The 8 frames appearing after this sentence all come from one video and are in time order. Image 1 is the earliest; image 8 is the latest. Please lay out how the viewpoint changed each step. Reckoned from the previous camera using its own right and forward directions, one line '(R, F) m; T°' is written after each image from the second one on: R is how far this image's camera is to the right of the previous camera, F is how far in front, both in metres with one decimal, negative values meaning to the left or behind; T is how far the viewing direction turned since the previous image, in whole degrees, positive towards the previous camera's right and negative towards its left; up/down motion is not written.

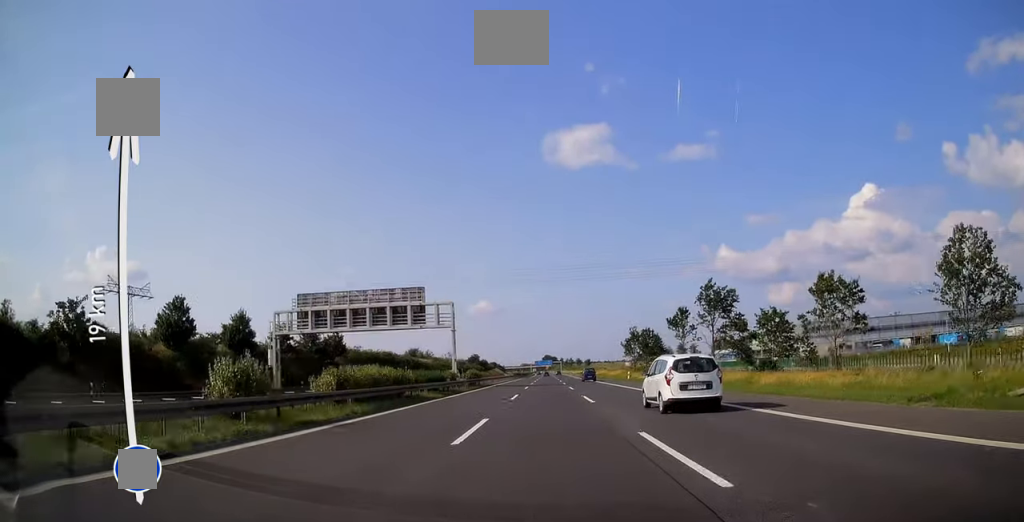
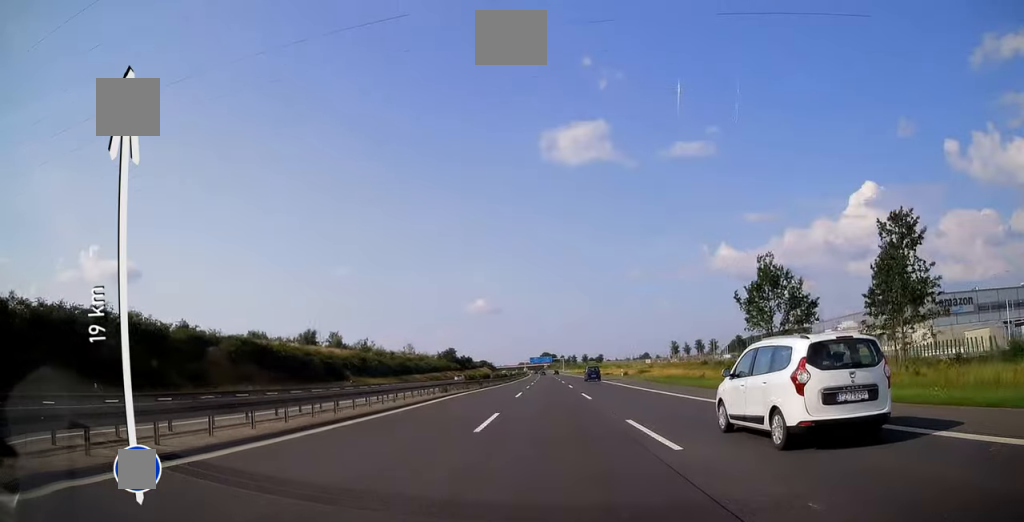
(+0.1, +88.1) m; 0°
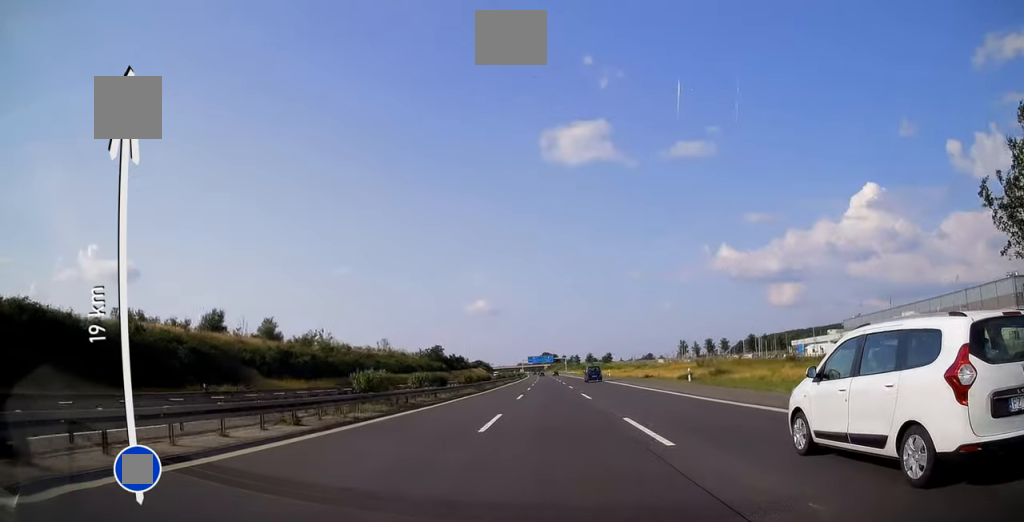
(0.0, +35.7) m; 0°
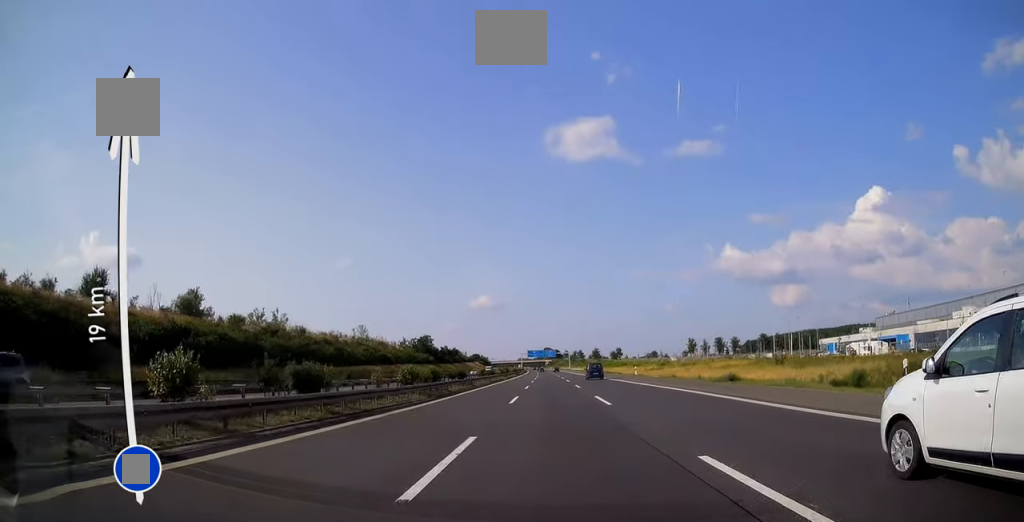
(0.0, +26.2) m; 0°
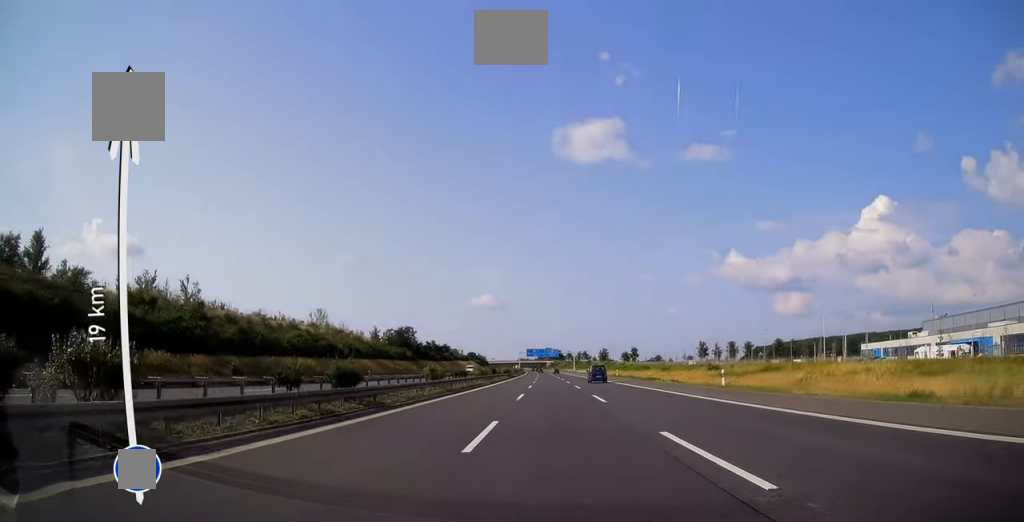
(0.0, +32.0) m; 0°
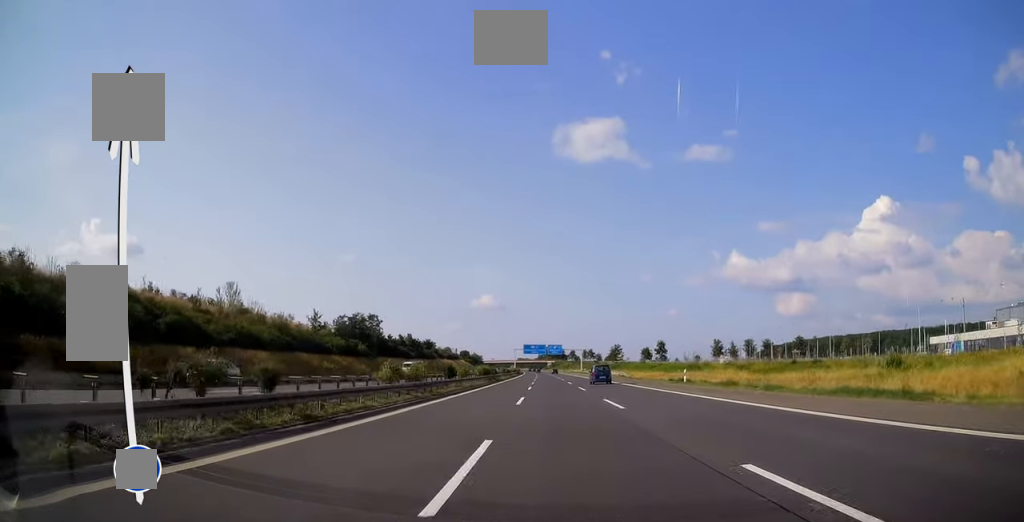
(-0.1, +40.4) m; 0°
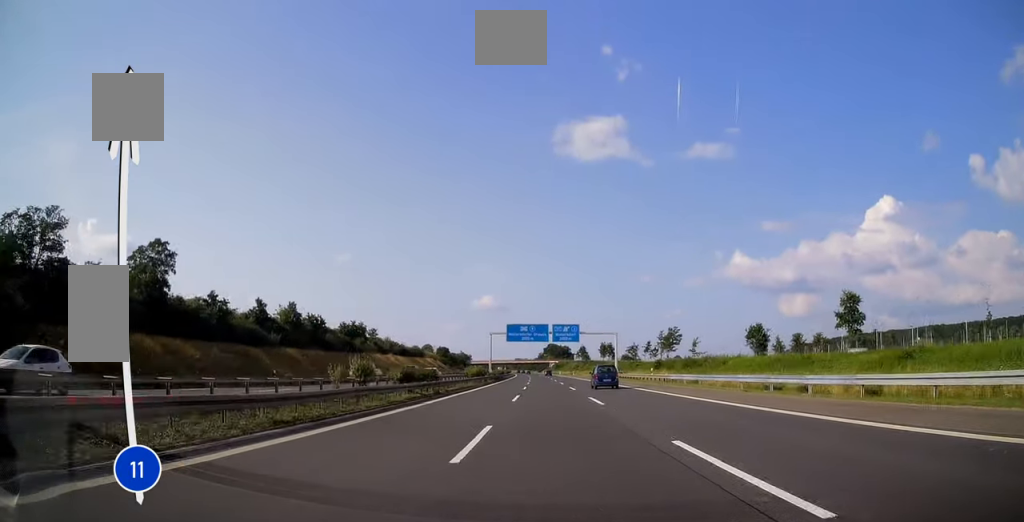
(-0.1, +87.0) m; 0°
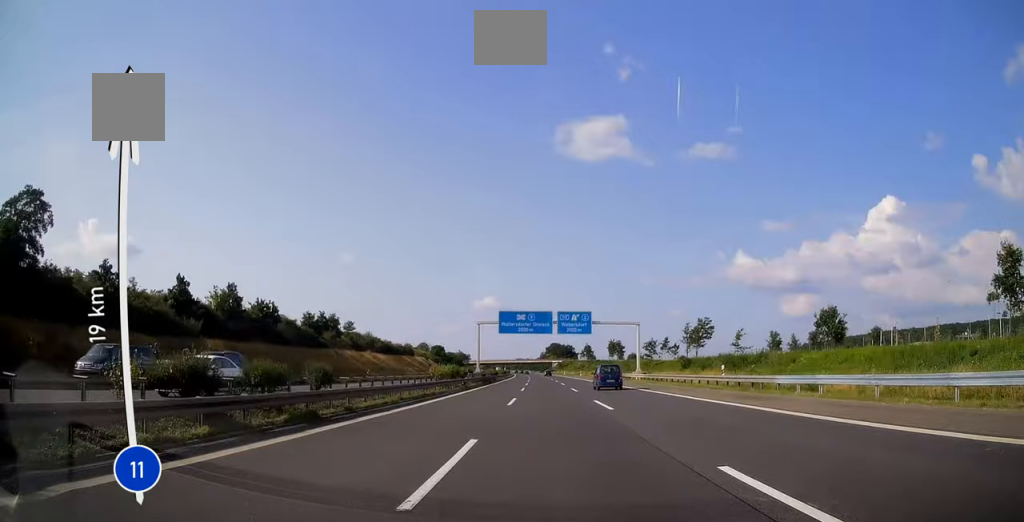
(0.0, +21.1) m; 0°
